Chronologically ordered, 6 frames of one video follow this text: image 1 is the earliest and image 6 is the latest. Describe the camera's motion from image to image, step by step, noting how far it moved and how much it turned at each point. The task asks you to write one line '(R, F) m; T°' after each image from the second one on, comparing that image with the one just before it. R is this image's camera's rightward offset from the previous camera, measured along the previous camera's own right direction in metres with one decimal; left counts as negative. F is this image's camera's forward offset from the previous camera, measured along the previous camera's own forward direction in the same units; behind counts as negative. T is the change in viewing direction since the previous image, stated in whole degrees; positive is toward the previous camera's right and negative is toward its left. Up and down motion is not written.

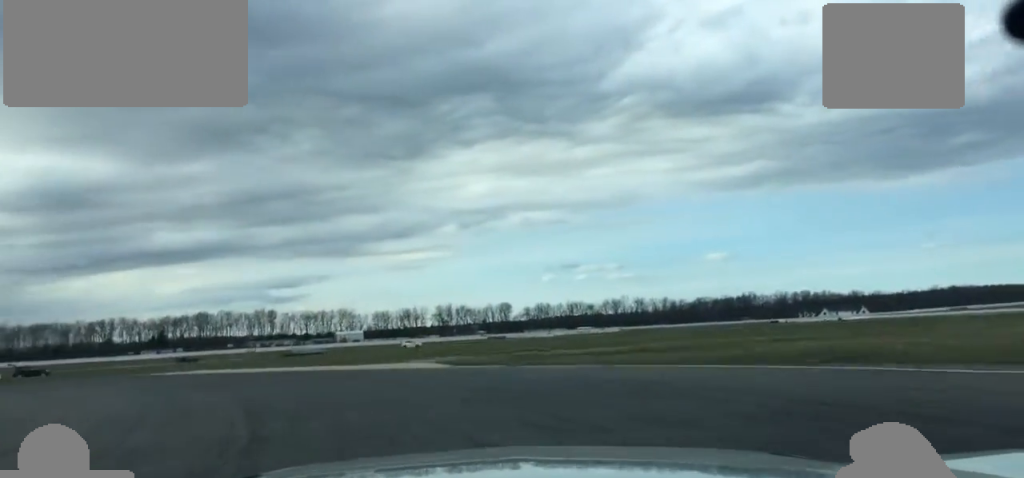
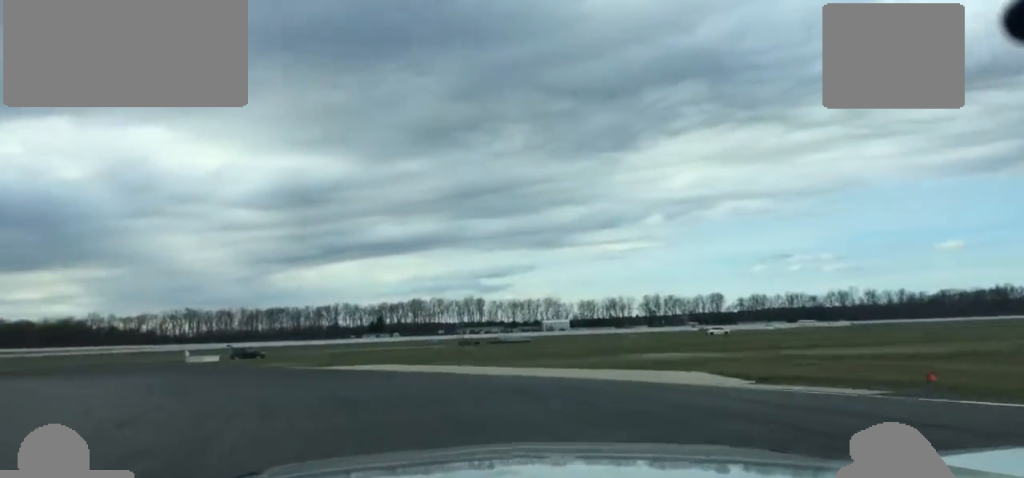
(-1.3, +12.8) m; -10°
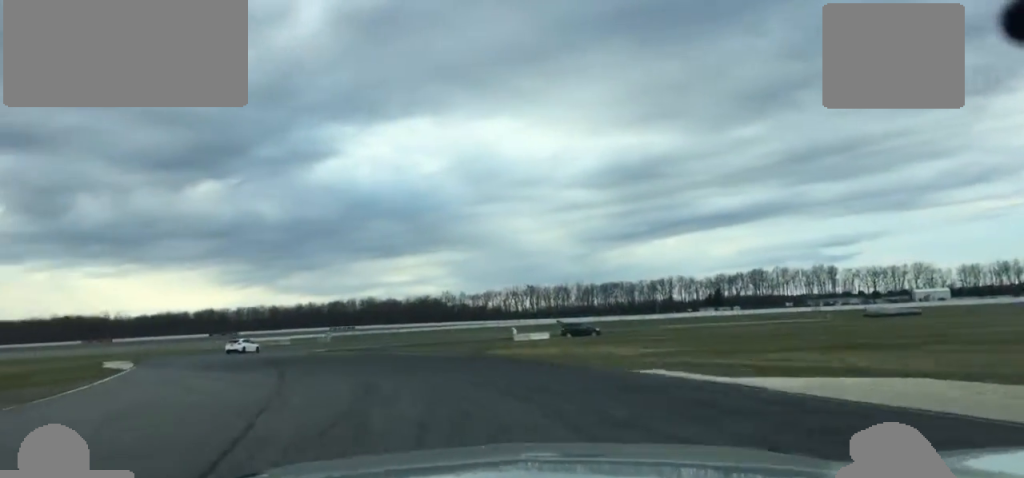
(-3.8, +22.5) m; -19°
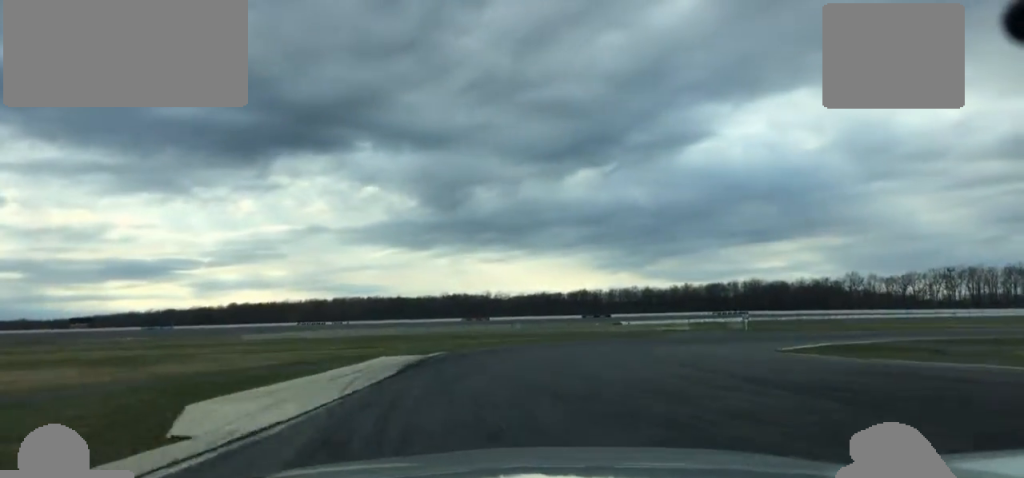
(-9.3, +42.8) m; -14°
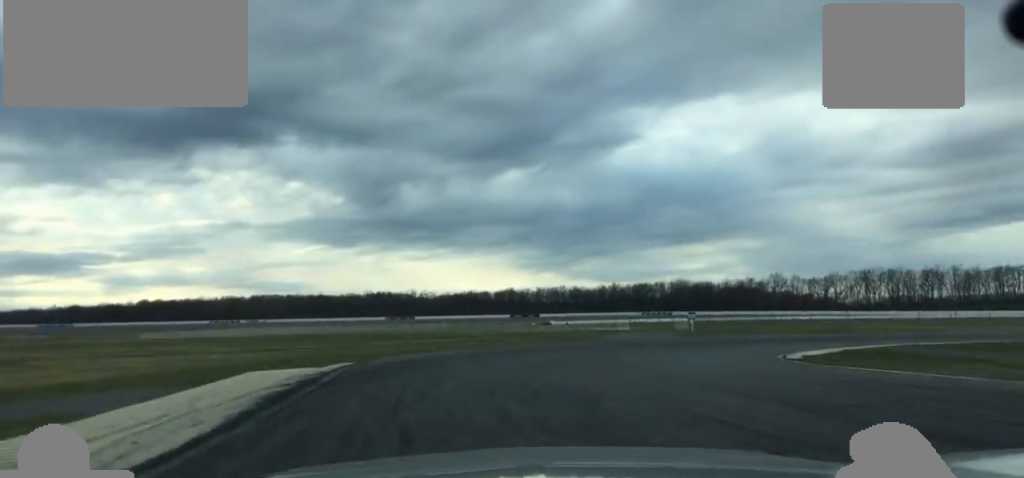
(-0.4, +9.8) m; +2°
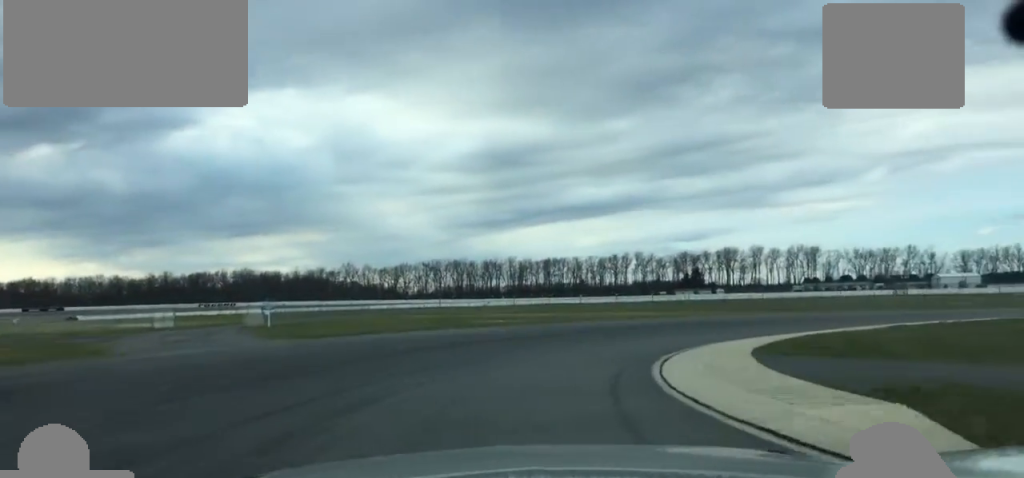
(+5.9, +29.8) m; +25°
